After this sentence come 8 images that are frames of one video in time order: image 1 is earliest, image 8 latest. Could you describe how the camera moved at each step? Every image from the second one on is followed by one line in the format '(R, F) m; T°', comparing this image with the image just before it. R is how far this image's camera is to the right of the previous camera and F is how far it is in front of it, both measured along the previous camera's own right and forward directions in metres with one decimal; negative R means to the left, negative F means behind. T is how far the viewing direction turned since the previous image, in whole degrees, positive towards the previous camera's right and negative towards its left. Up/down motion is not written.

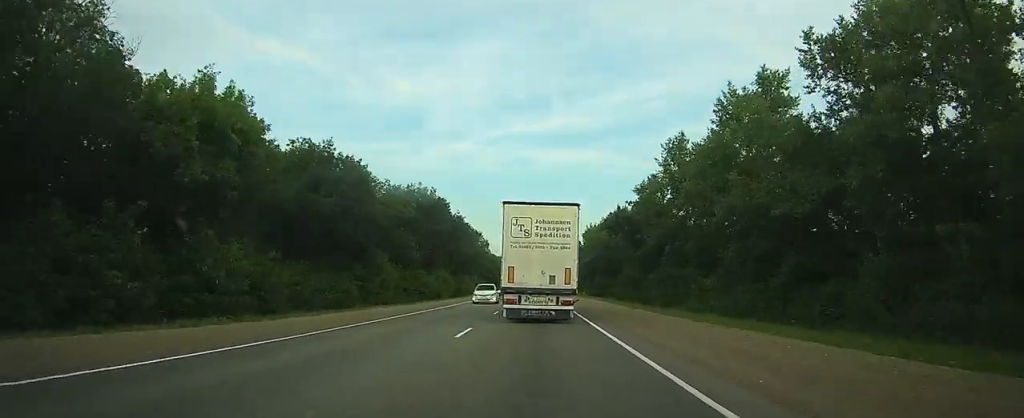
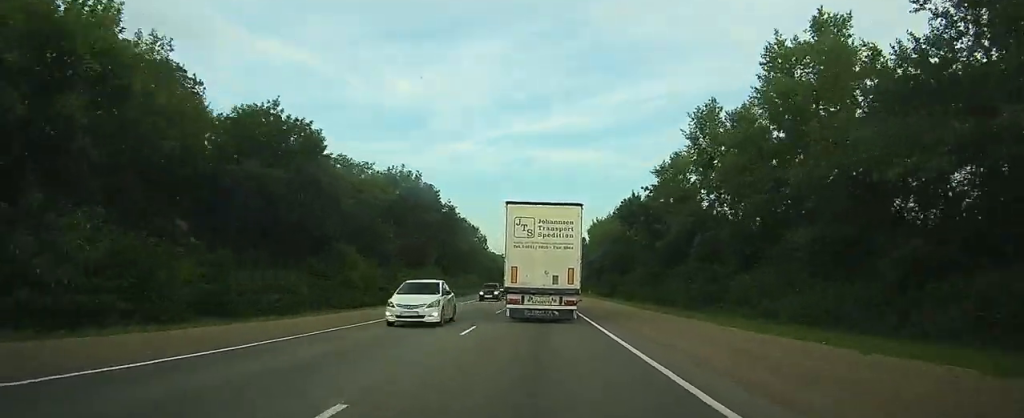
(+0.3, +10.6) m; -1°
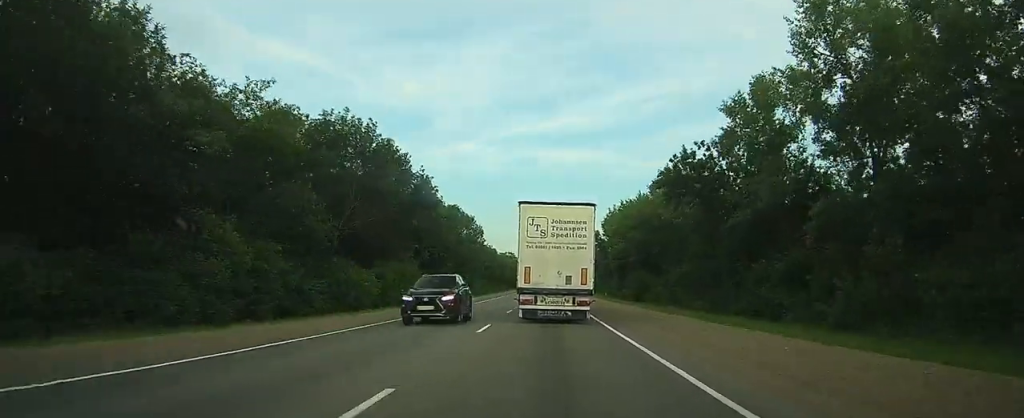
(-1.0, +17.9) m; -1°
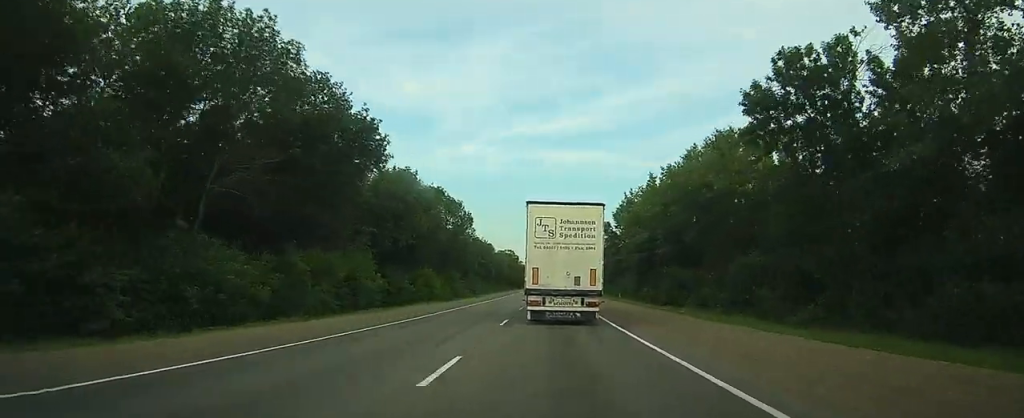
(+0.4, +22.5) m; +1°
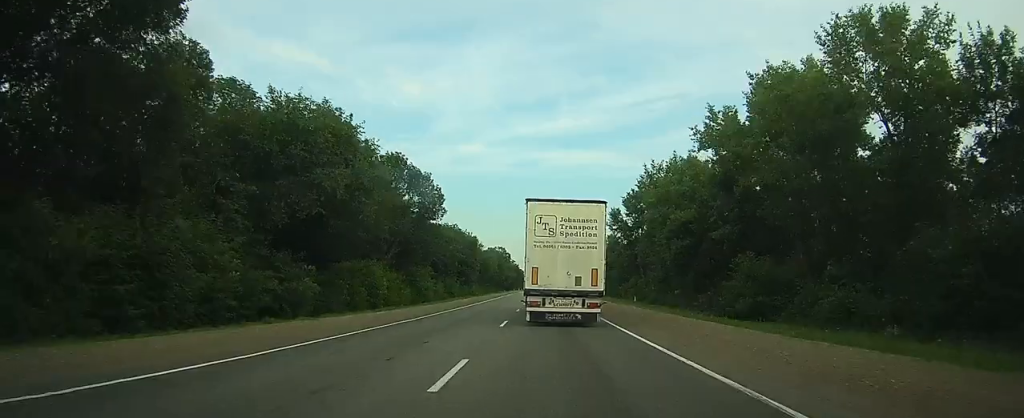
(0.0, +27.0) m; 0°
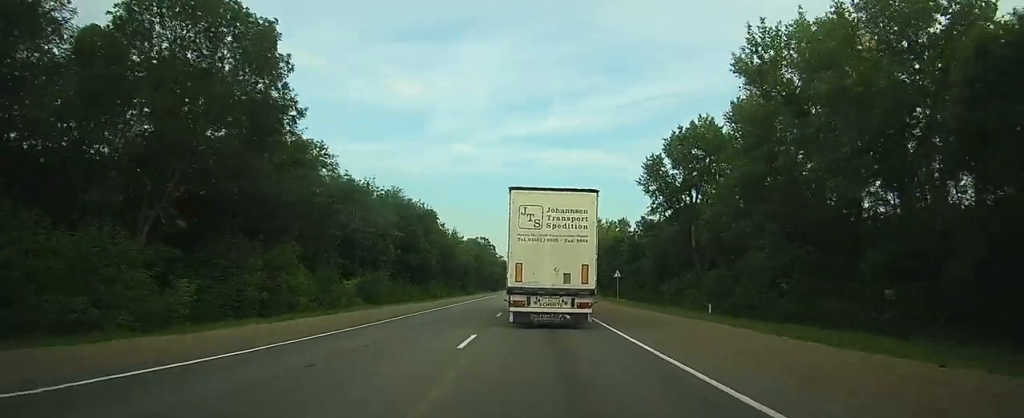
(+0.2, +46.0) m; +1°
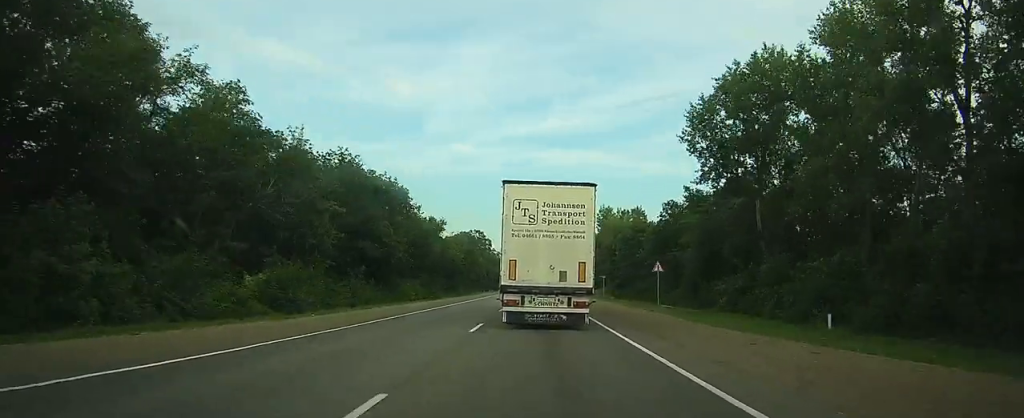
(+0.1, +20.9) m; 0°
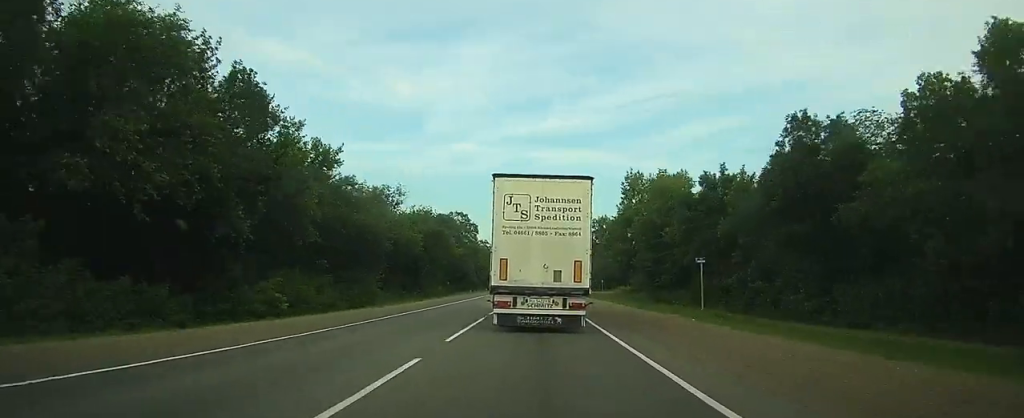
(+0.1, +39.6) m; 0°
